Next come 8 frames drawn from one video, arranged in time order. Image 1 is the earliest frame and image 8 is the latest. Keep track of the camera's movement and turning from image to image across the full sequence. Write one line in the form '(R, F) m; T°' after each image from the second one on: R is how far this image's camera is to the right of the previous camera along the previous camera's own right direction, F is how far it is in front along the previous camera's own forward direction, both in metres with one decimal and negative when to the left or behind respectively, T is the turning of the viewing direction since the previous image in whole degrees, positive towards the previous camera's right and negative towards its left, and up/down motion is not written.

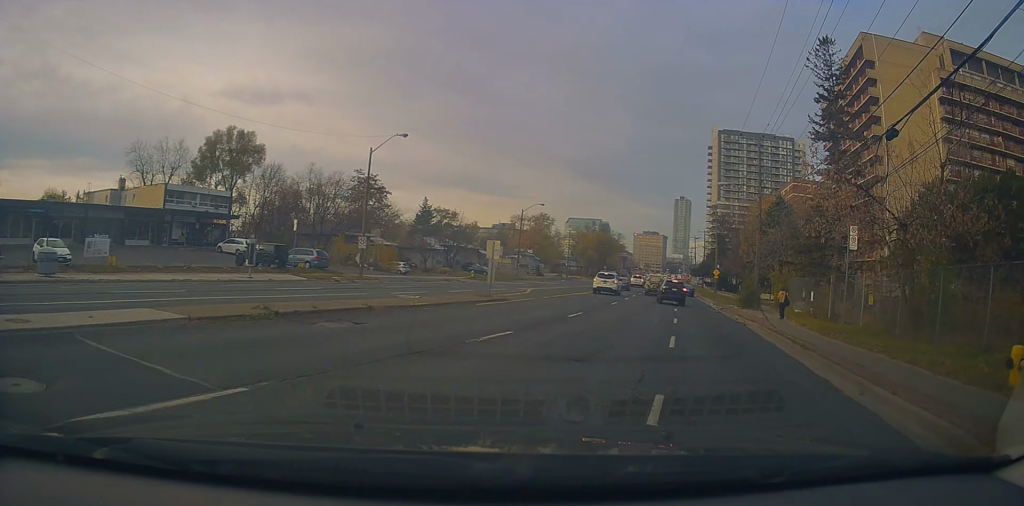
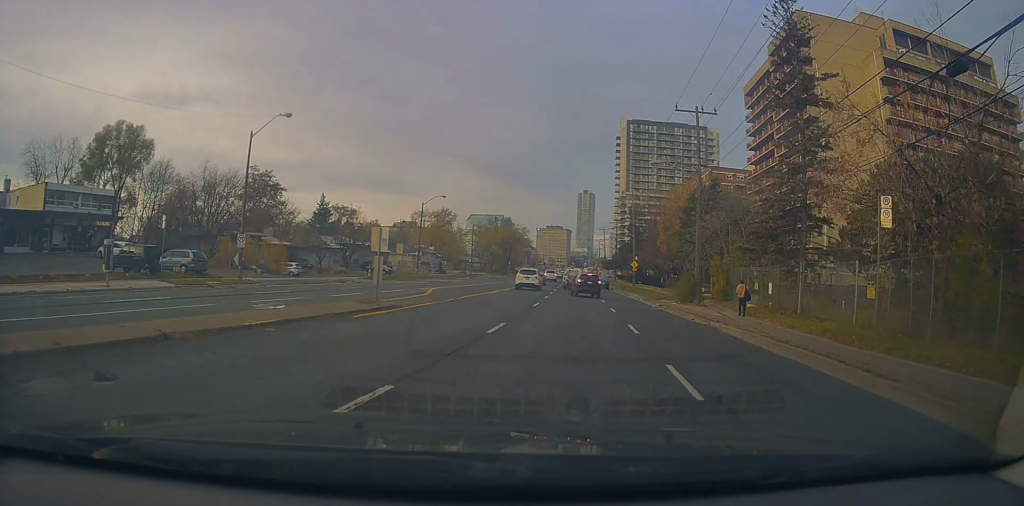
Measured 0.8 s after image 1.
(+0.3, +5.2) m; +8°
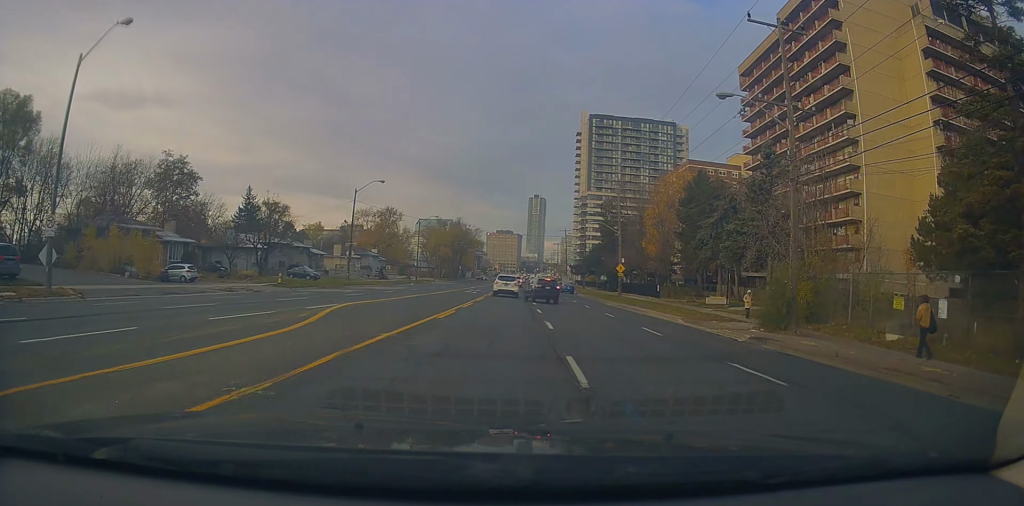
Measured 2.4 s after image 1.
(+2.1, +13.9) m; +13°
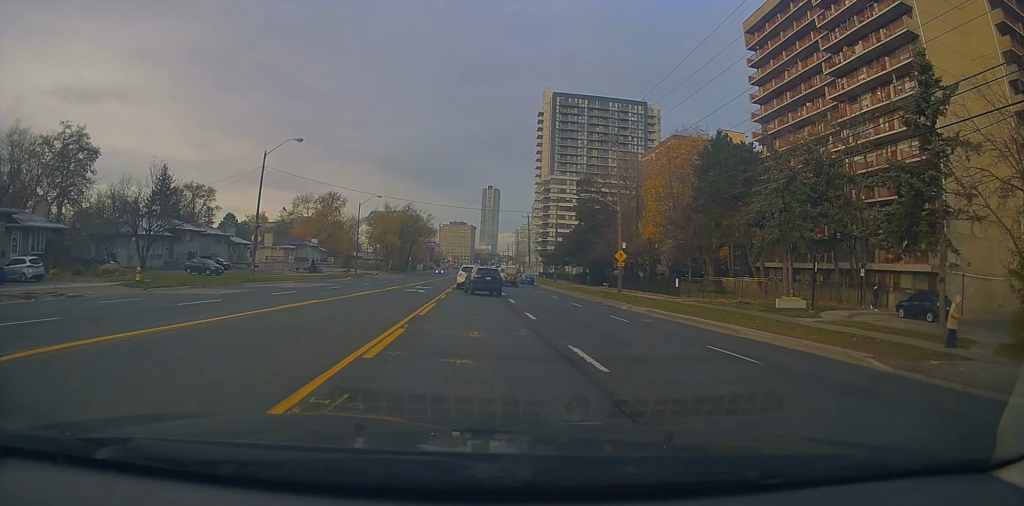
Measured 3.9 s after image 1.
(+0.1, +16.0) m; 0°
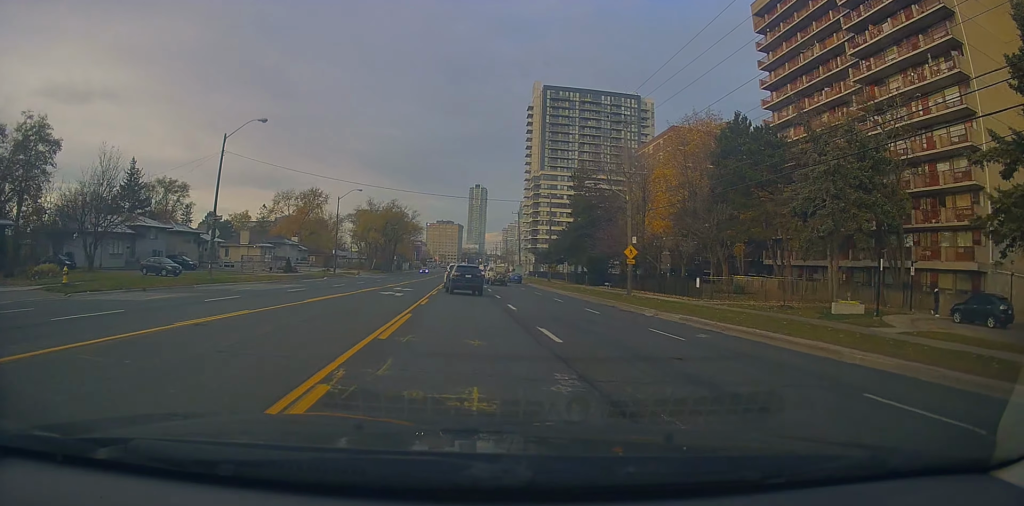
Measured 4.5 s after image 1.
(-0.1, +5.8) m; 0°
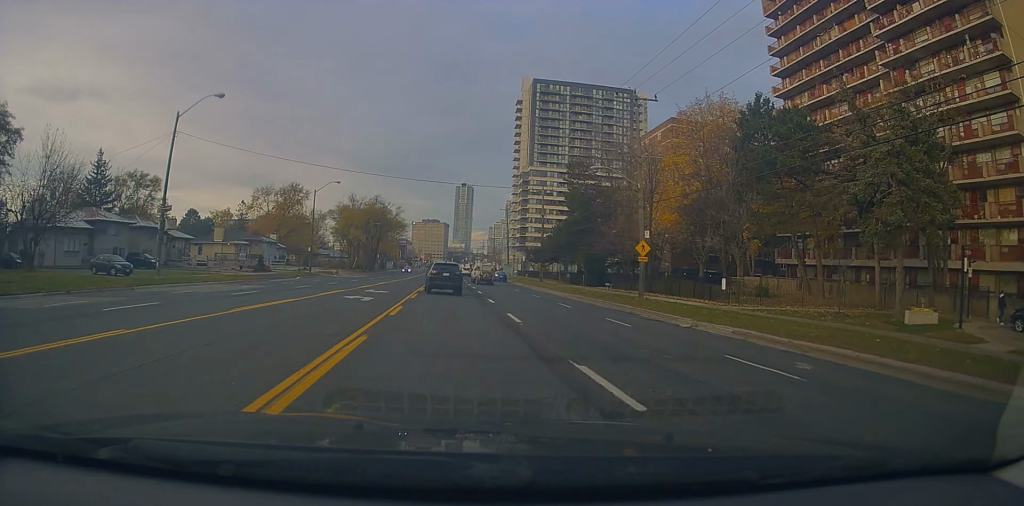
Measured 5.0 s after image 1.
(+0.1, +5.9) m; +2°
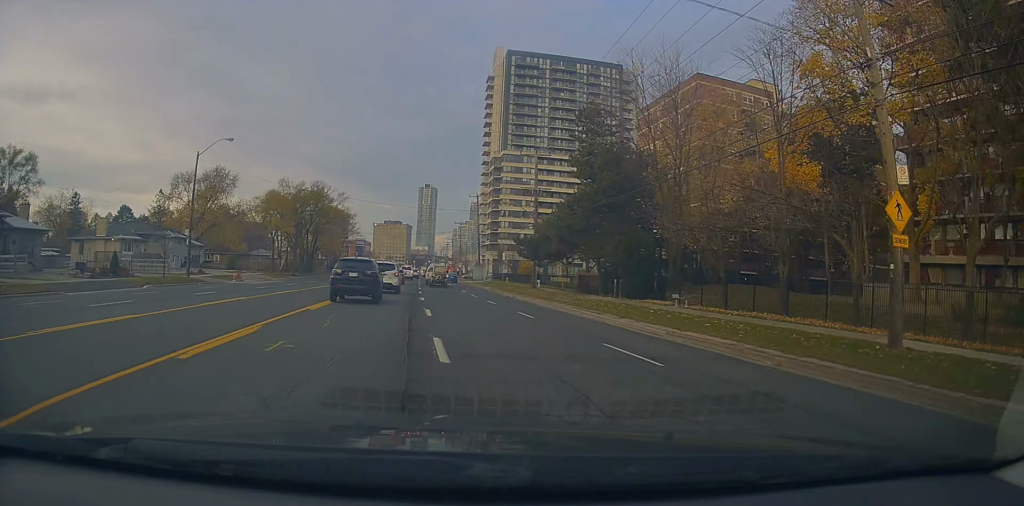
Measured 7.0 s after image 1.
(+1.8, +24.7) m; +6°
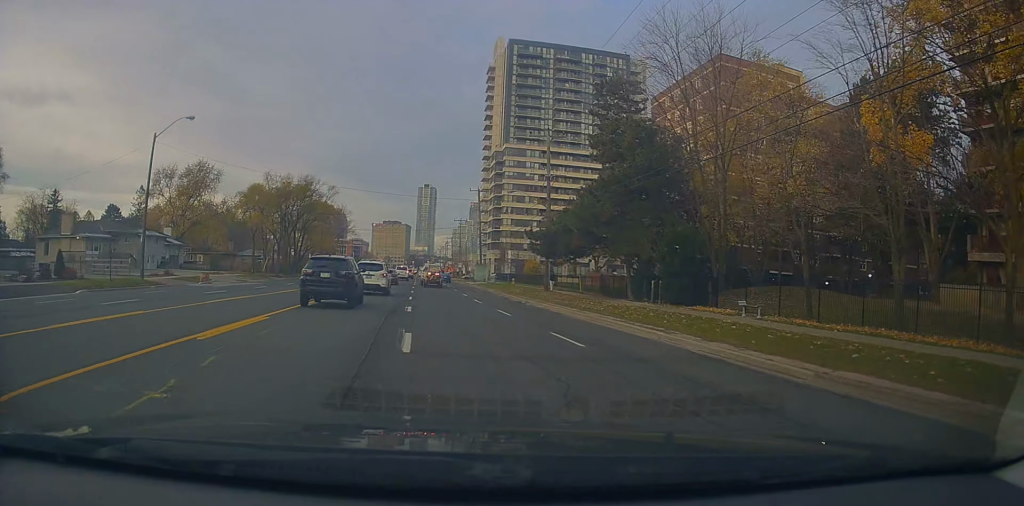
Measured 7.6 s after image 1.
(0.0, +7.1) m; 0°
